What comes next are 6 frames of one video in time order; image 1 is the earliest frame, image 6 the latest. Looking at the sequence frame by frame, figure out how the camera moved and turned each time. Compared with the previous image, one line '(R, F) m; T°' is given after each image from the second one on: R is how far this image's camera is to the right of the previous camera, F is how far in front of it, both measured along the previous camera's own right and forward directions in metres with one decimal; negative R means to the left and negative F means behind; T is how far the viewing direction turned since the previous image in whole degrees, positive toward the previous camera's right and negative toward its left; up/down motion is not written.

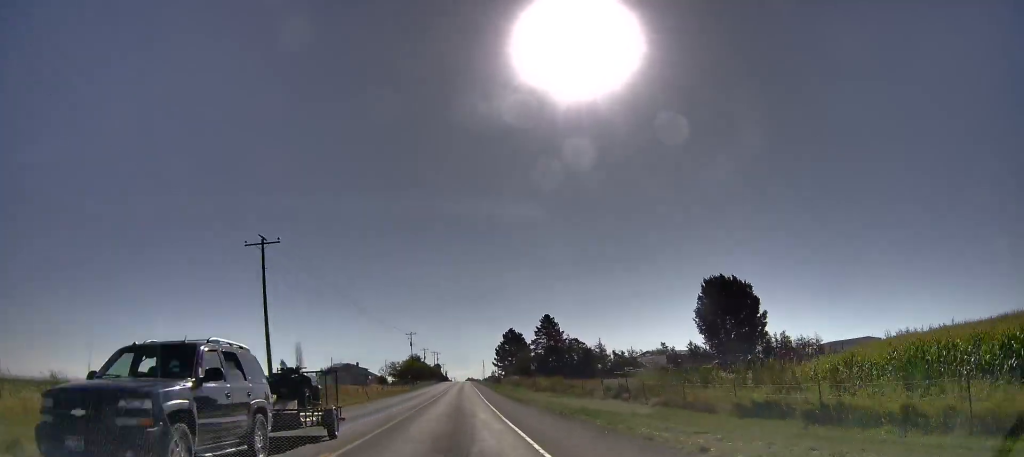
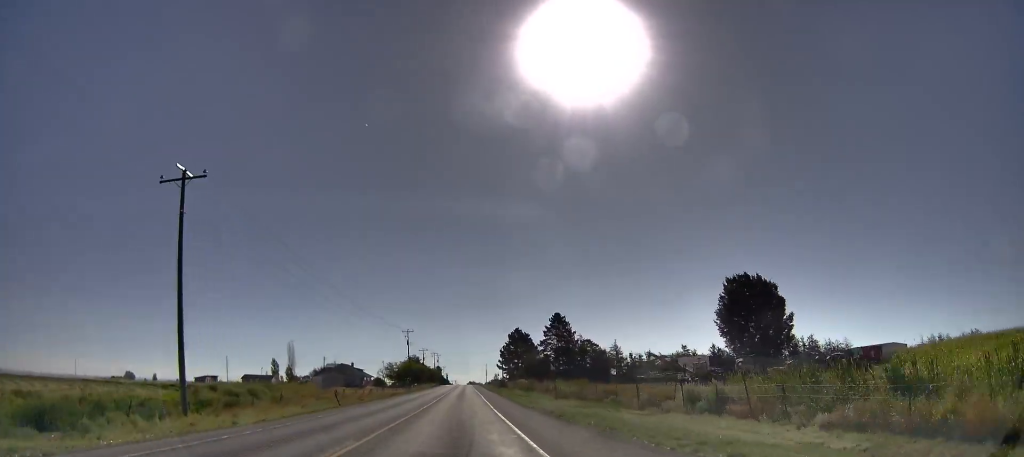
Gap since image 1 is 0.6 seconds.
(0.0, +12.8) m; 0°
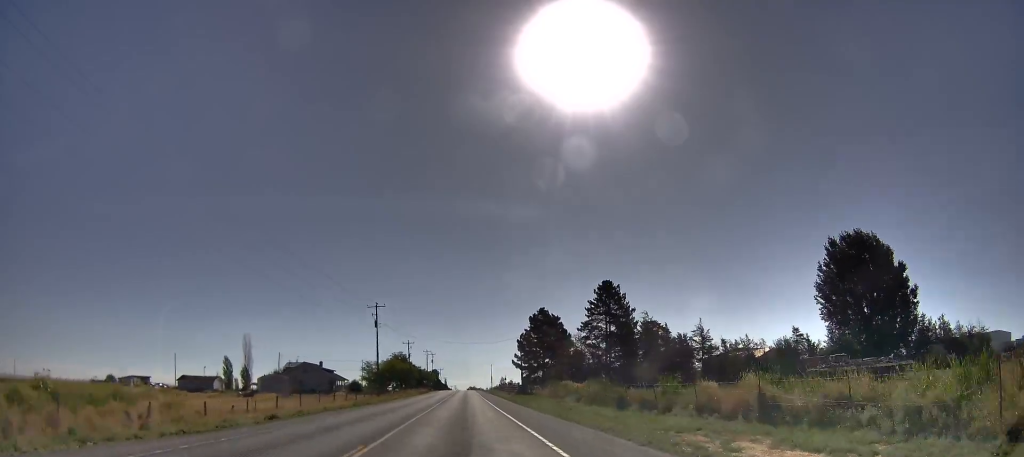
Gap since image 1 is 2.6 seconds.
(0.0, +46.5) m; 0°
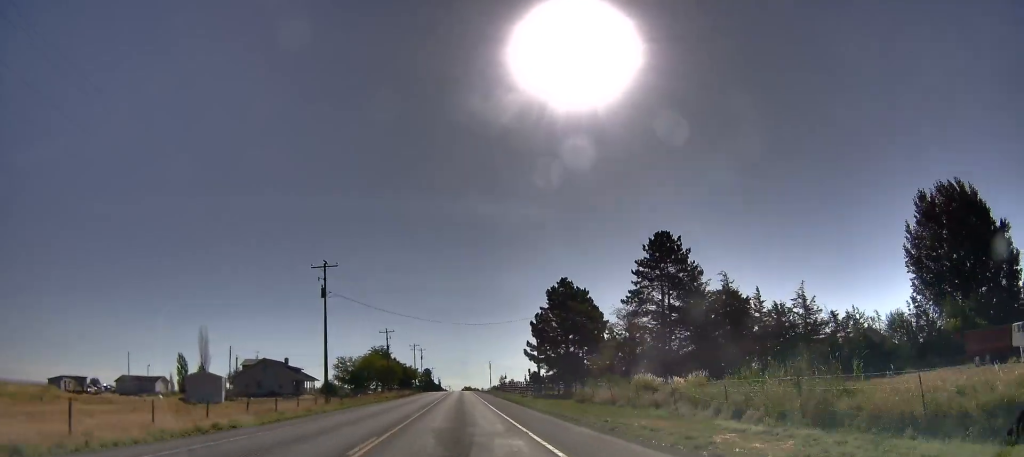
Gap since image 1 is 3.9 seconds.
(0.0, +27.5) m; 0°
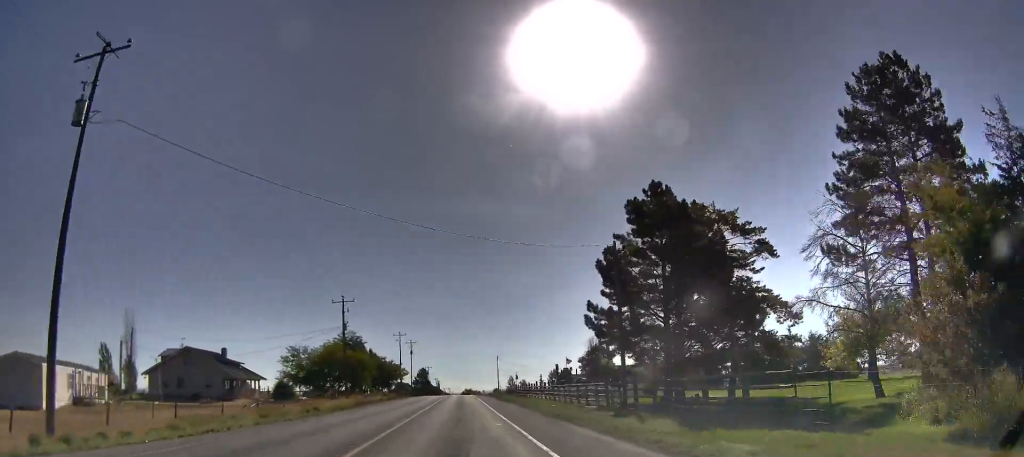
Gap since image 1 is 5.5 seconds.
(0.0, +36.1) m; 0°
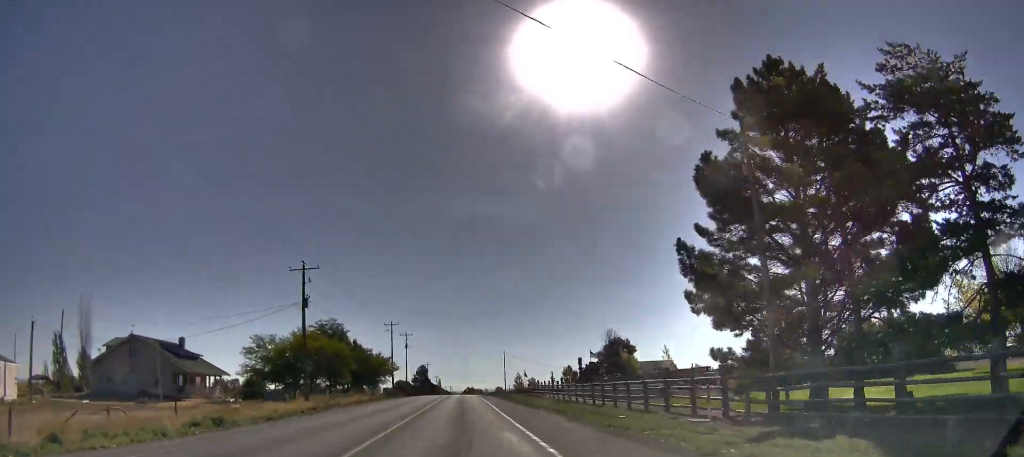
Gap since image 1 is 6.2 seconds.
(0.0, +16.2) m; 0°
